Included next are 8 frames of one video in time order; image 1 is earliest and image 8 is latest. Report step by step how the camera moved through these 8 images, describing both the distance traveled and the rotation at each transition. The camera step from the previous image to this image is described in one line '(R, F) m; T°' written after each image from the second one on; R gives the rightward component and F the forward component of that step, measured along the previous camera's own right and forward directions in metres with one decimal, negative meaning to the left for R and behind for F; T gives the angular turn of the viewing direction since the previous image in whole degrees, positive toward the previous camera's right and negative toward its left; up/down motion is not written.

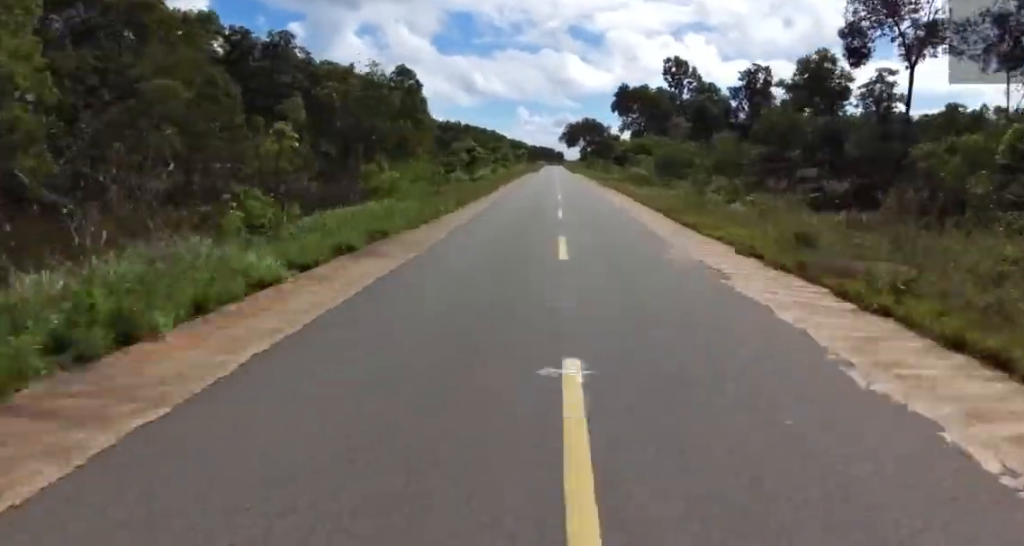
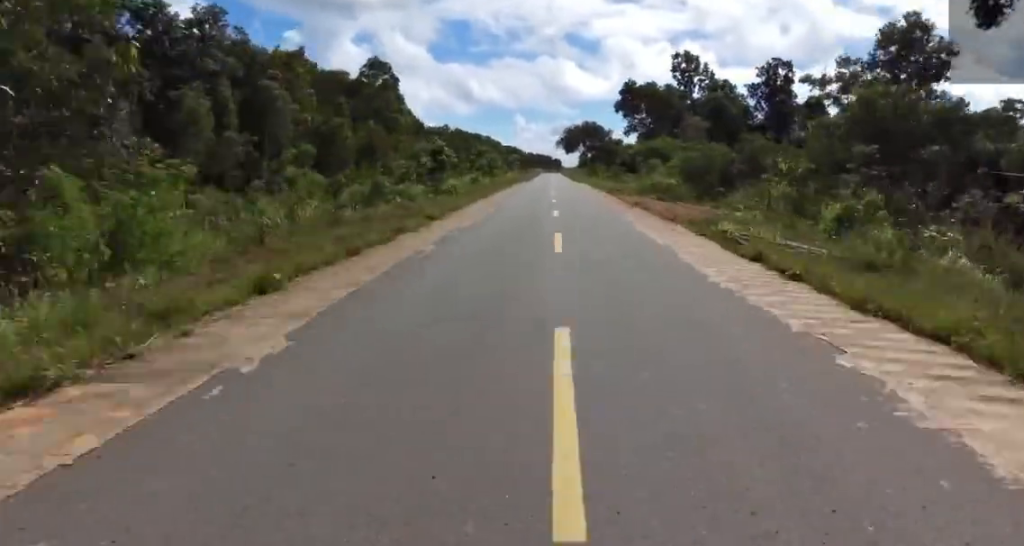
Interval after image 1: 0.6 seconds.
(-0.3, +15.8) m; +2°
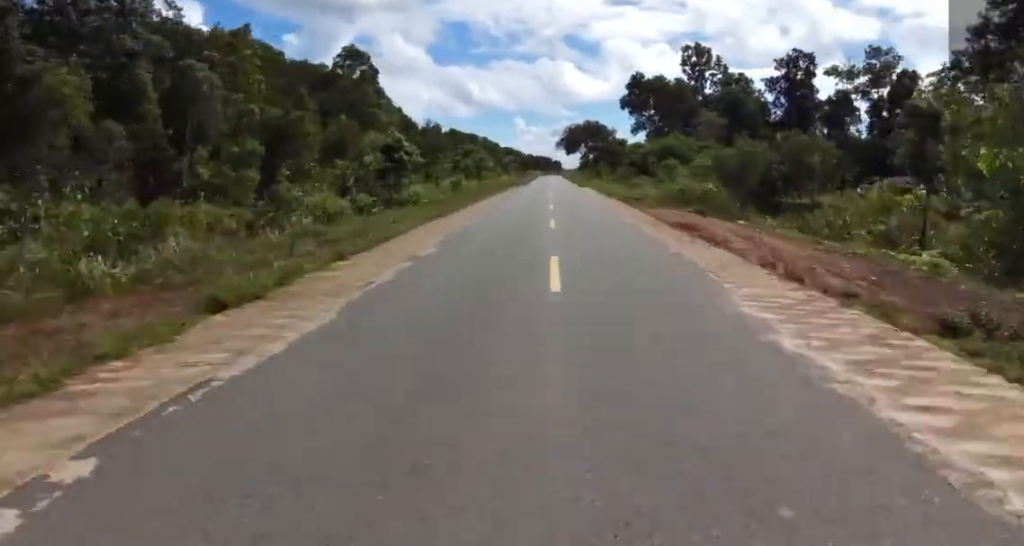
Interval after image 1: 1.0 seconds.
(+0.5, +11.6) m; 0°
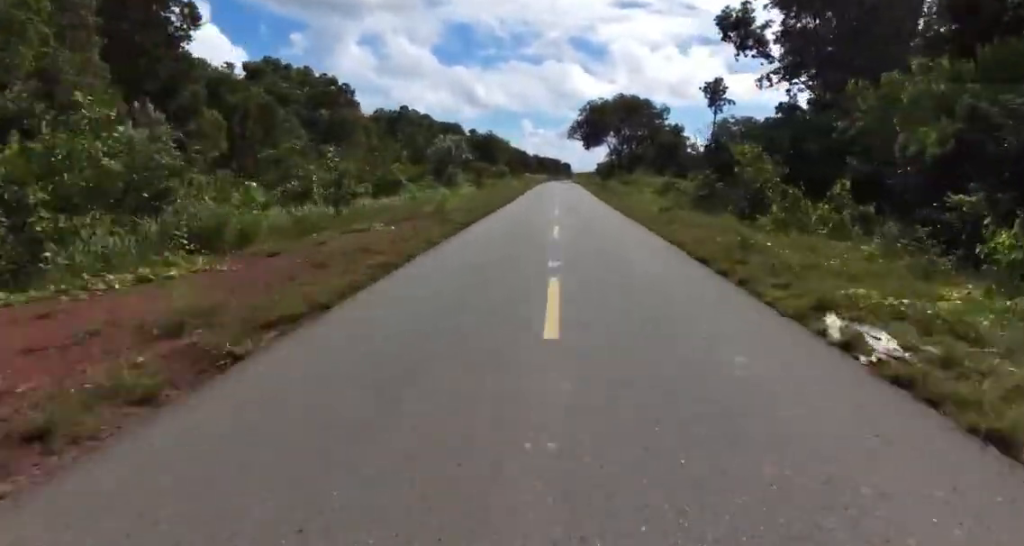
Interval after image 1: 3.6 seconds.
(+0.7, +68.7) m; 0°
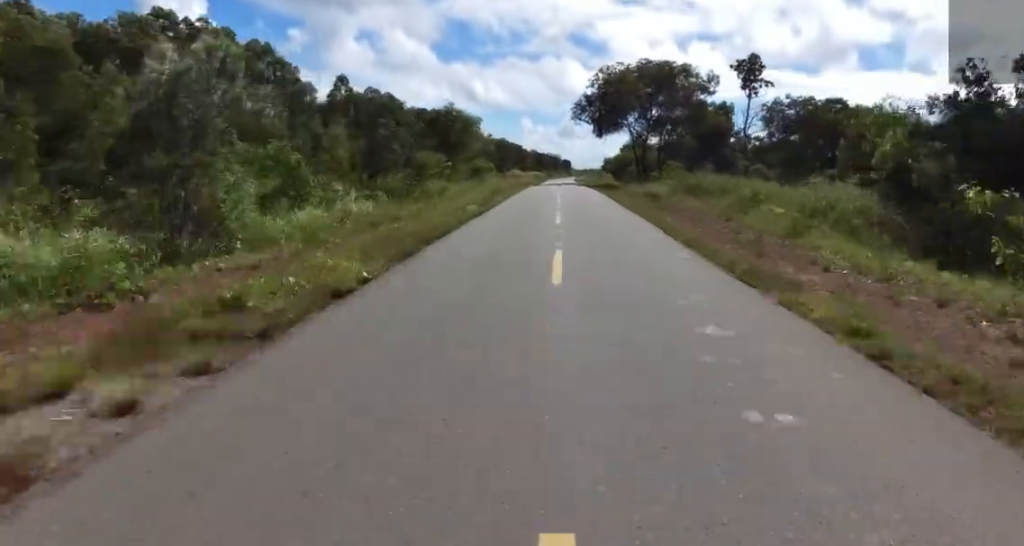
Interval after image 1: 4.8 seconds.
(-1.3, +30.2) m; -3°
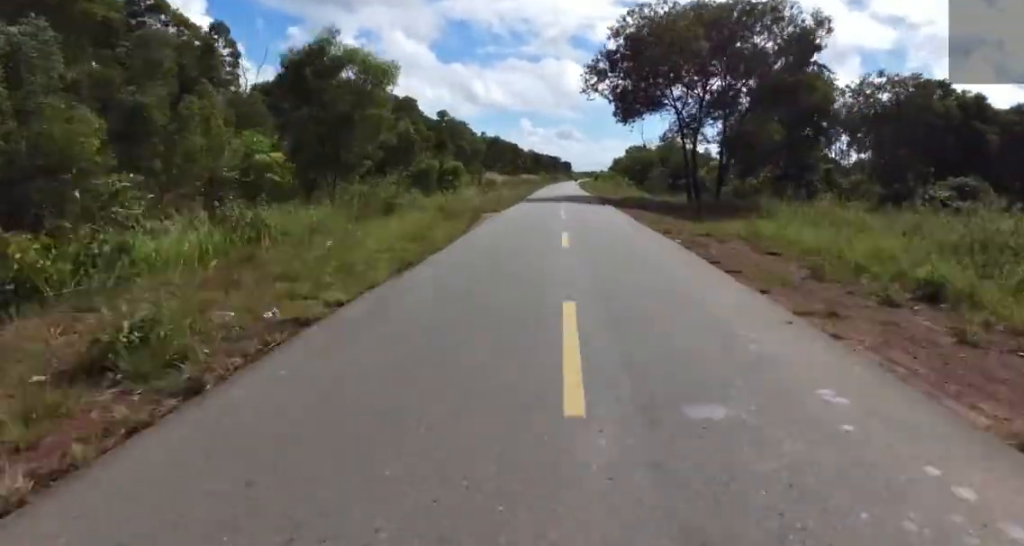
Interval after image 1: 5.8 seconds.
(0.0, +29.2) m; +2°
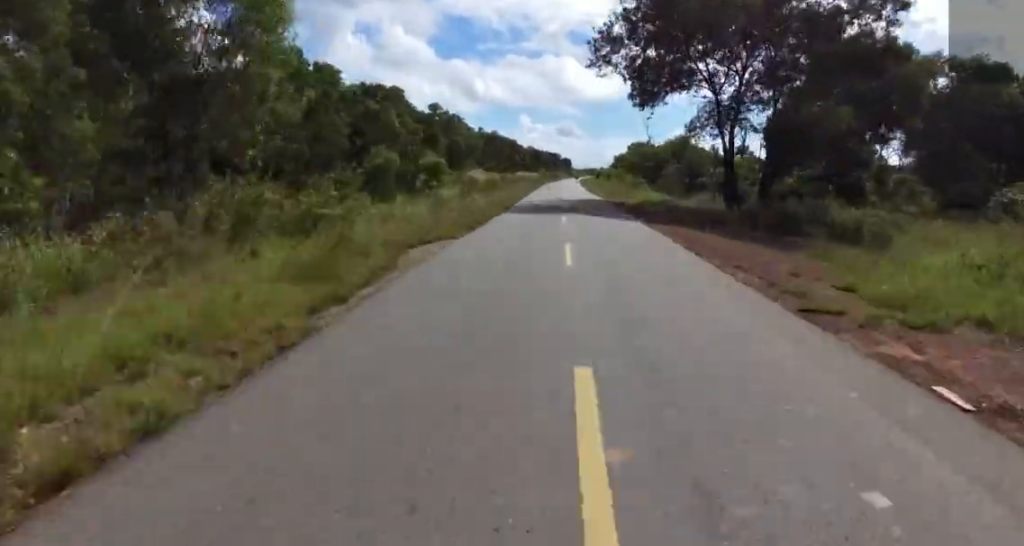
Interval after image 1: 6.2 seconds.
(+0.6, +10.8) m; 0°
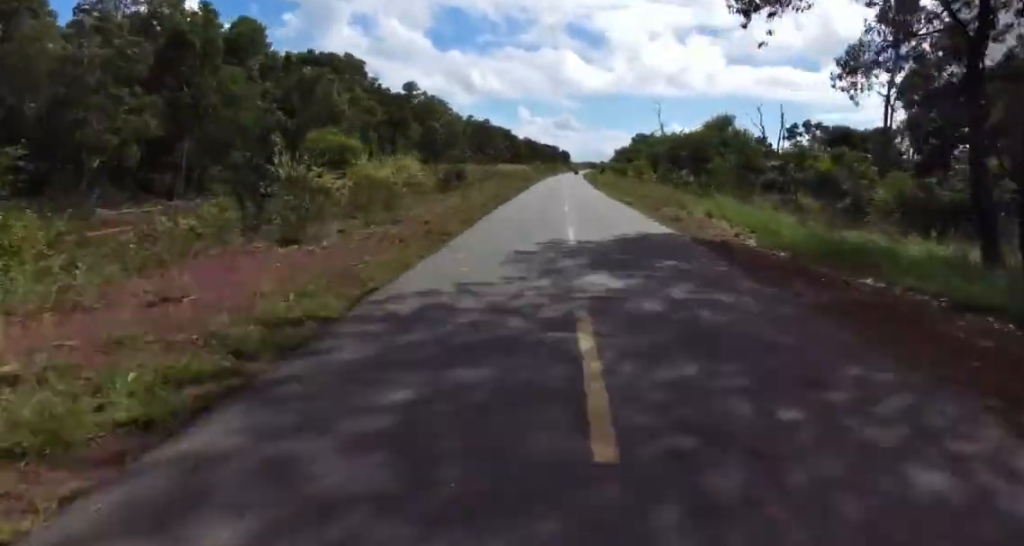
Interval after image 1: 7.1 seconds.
(0.0, +23.2) m; -1°
